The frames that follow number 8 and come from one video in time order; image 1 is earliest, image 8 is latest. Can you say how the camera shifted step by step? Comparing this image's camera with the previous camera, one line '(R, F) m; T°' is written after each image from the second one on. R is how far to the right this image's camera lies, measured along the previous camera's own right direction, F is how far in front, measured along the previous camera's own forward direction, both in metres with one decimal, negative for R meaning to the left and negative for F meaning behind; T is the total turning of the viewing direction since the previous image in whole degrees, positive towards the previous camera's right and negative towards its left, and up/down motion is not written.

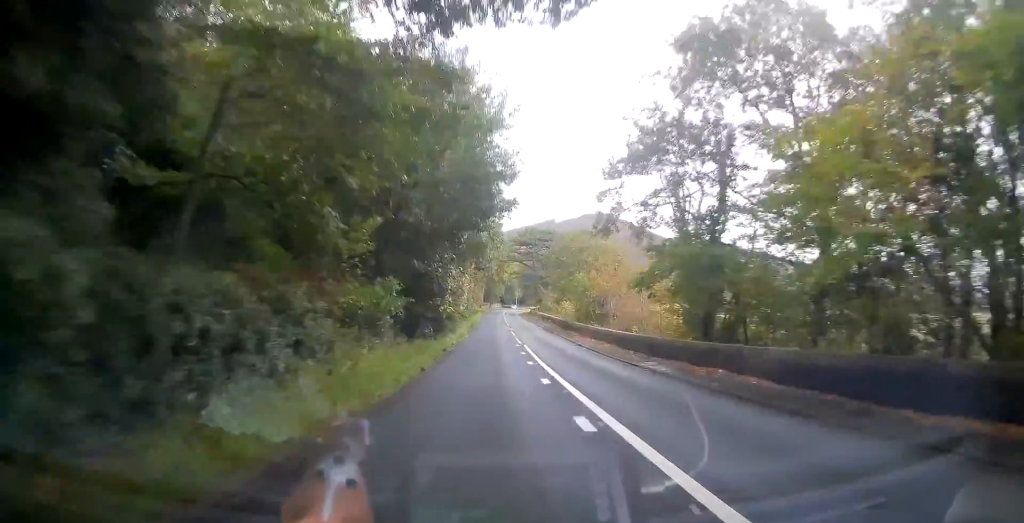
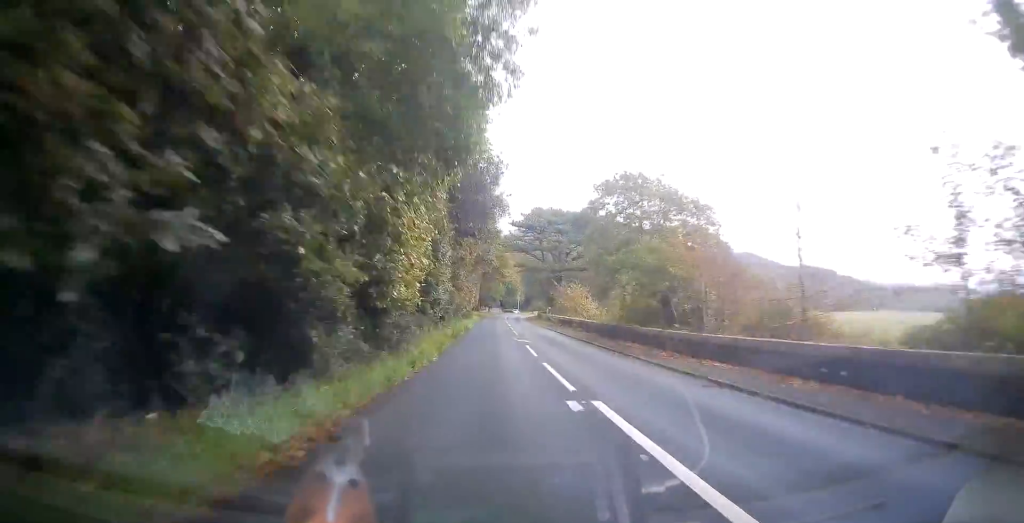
(+0.1, +22.3) m; 0°
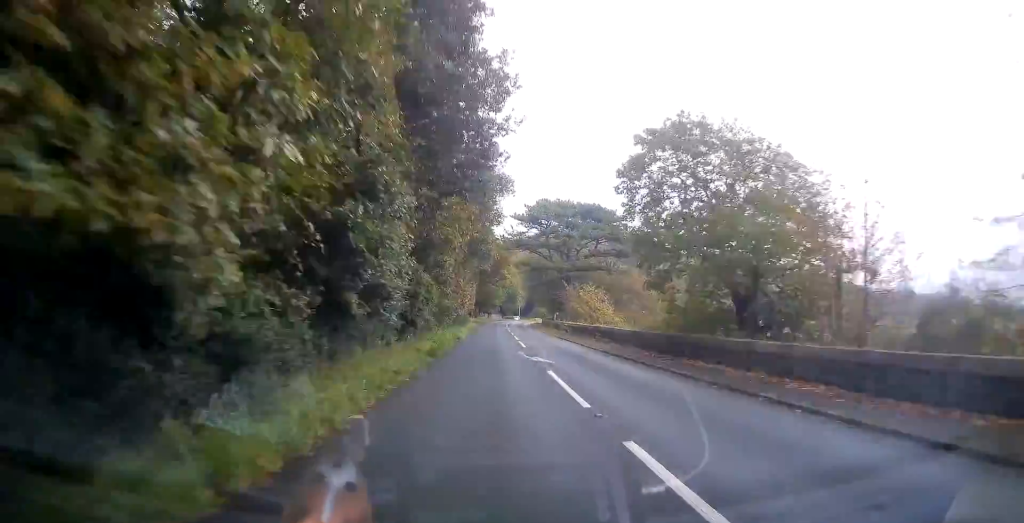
(0.0, +10.8) m; 0°
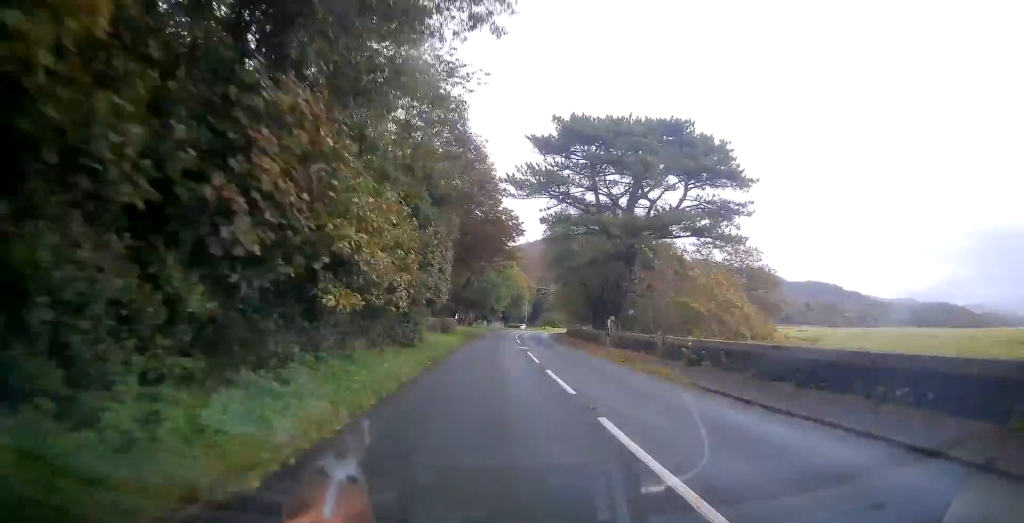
(-0.1, +33.8) m; 0°
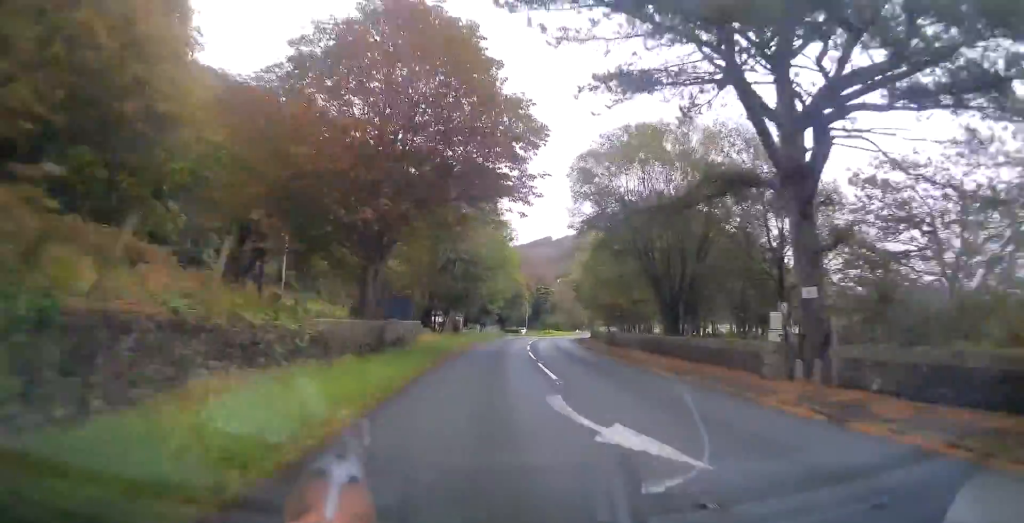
(+0.2, +24.3) m; 0°
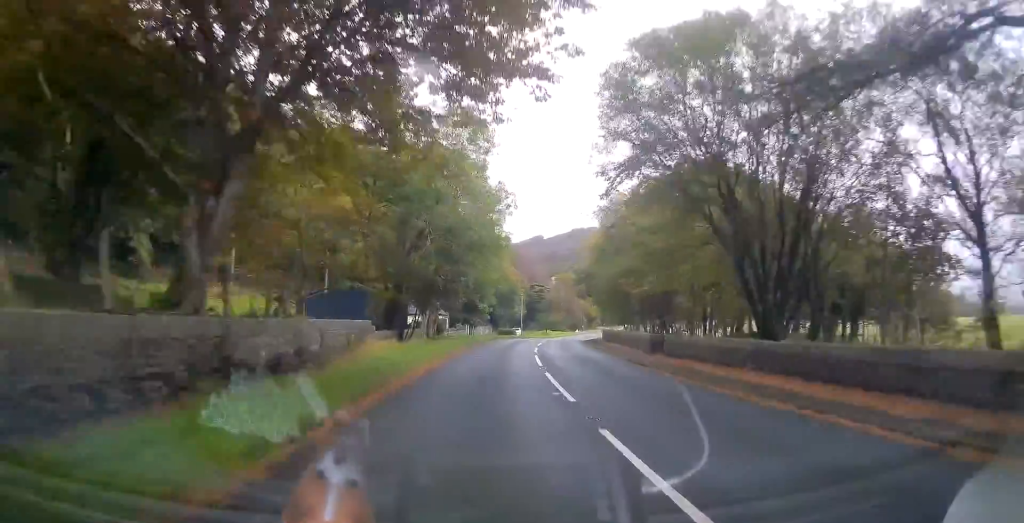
(0.0, +12.7) m; +1°
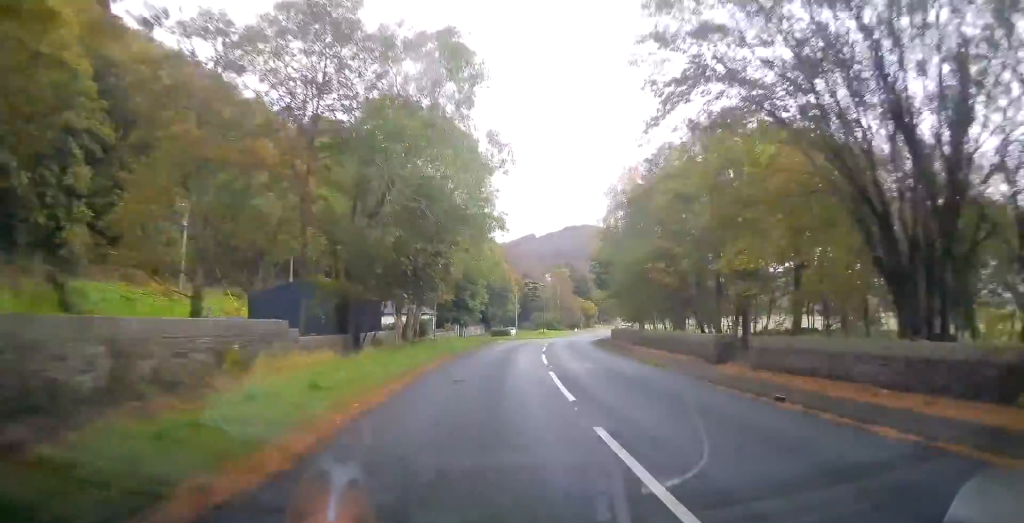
(-0.2, +8.9) m; +1°
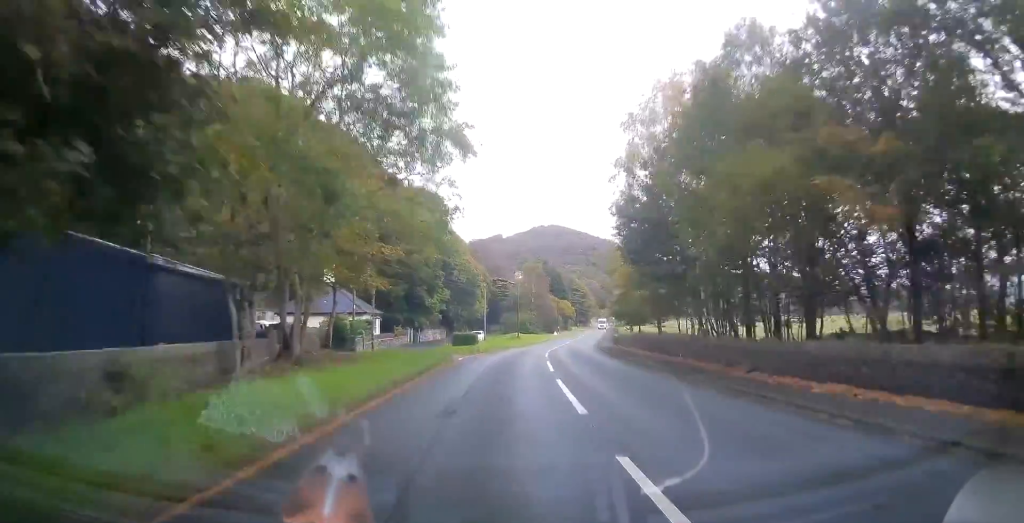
(+0.5, +19.3) m; +4°
